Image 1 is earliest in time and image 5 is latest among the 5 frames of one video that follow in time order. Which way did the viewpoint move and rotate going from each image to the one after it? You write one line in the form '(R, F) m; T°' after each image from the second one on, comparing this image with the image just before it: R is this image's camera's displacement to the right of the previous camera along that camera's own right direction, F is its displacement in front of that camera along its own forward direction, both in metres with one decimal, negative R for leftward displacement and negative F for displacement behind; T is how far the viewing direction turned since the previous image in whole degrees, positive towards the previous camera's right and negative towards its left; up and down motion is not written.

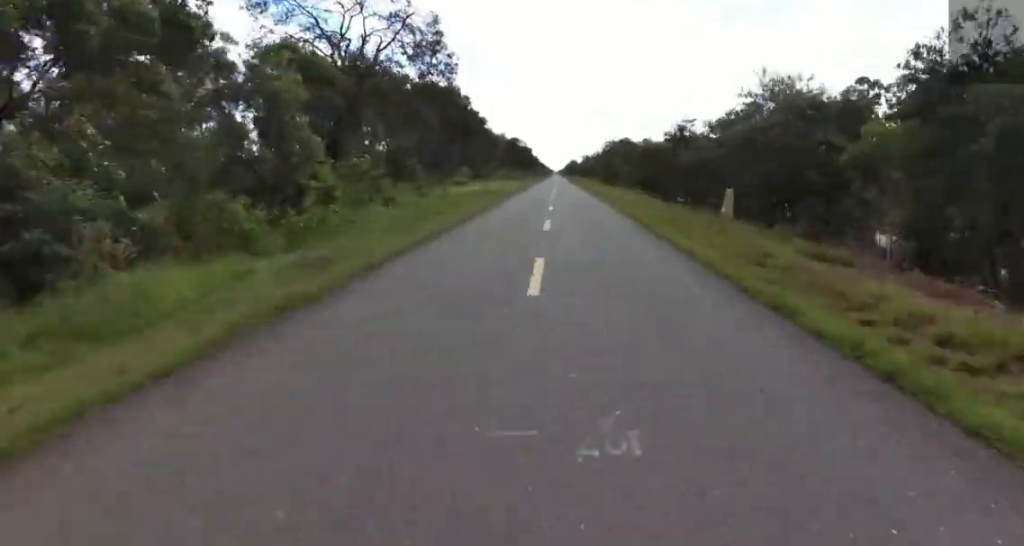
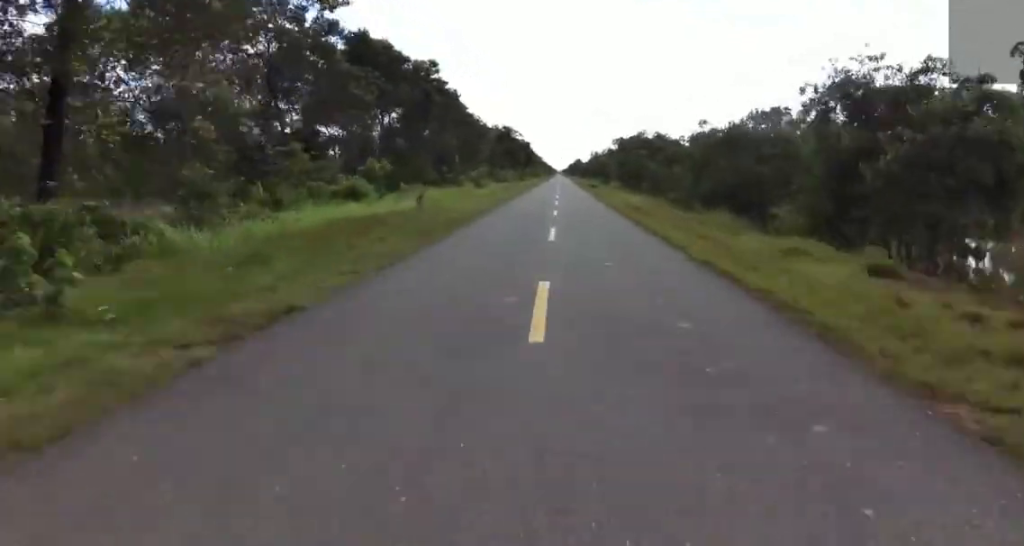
(-0.9, +26.4) m; -2°
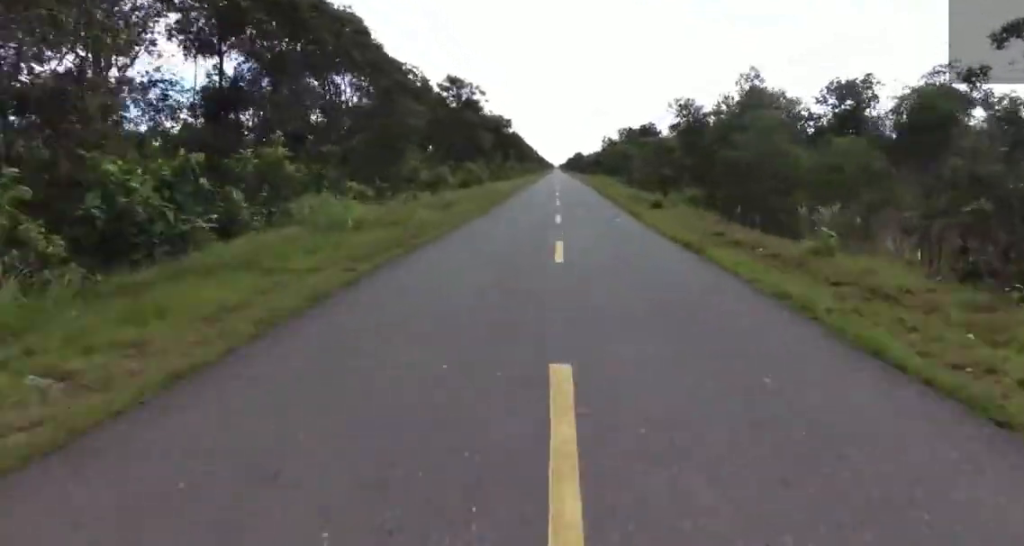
(0.0, +43.4) m; +3°
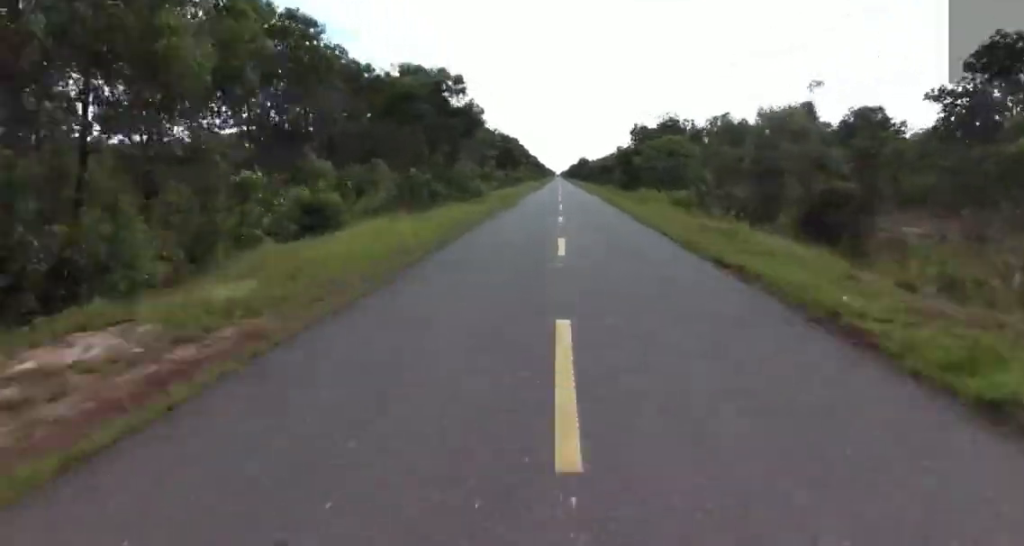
(+1.1, +38.9) m; -1°
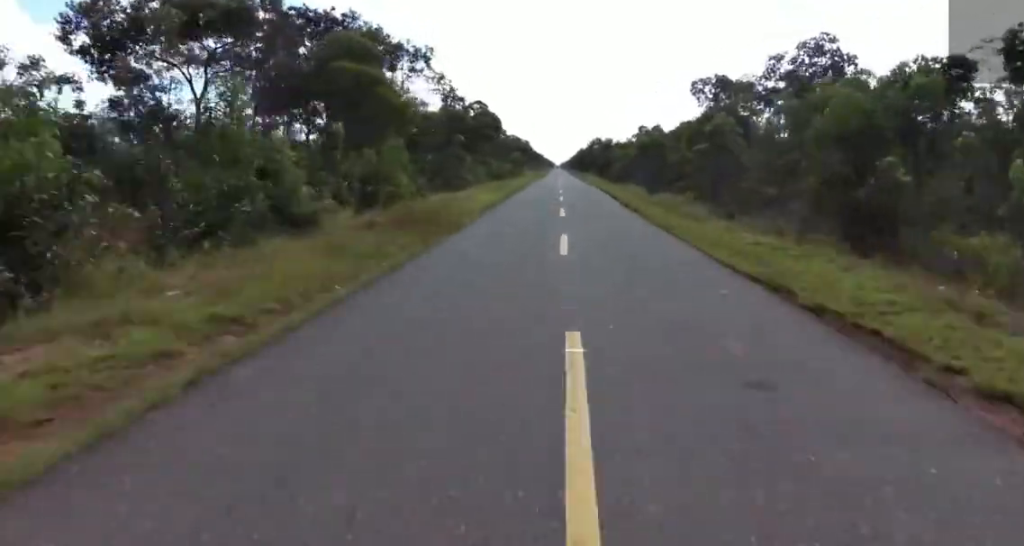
(-0.9, +106.6) m; -2°
